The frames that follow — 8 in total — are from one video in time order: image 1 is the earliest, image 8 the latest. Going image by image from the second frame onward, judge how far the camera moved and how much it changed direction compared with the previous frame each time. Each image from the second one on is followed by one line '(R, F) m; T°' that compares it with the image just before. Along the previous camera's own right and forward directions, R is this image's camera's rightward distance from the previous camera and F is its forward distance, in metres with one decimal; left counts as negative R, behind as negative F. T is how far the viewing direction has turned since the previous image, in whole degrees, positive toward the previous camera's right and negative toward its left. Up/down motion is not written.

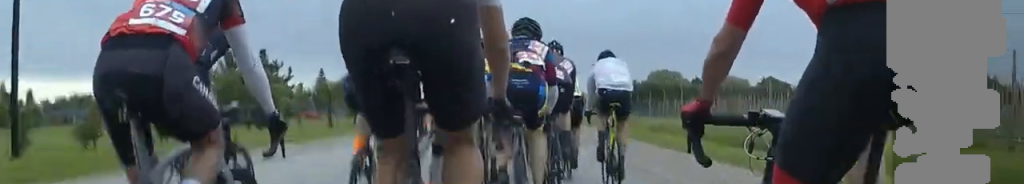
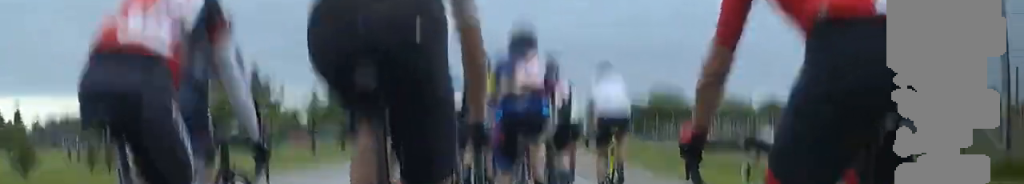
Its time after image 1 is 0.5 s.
(+0.4, +3.9) m; 0°
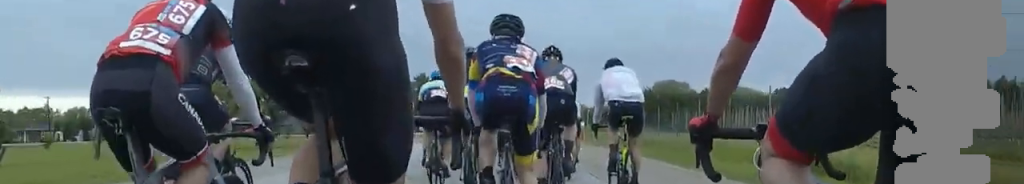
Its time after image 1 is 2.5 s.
(0.0, +15.7) m; 0°
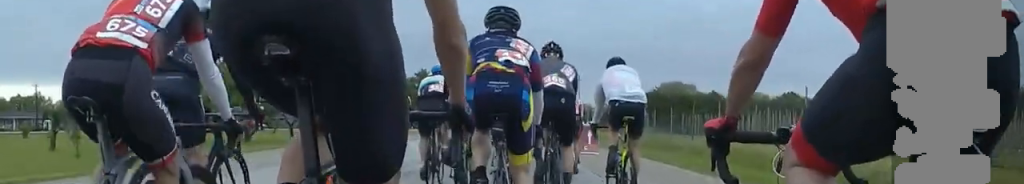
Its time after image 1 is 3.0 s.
(+0.3, +3.9) m; 0°
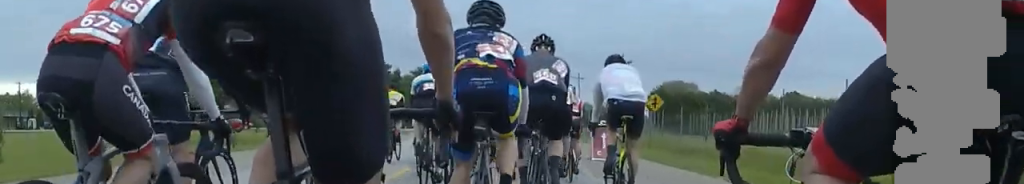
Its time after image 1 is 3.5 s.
(-0.4, +4.0) m; 0°
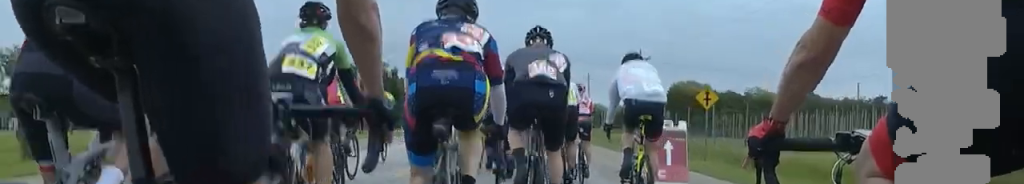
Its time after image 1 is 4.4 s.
(-0.1, +6.9) m; 0°
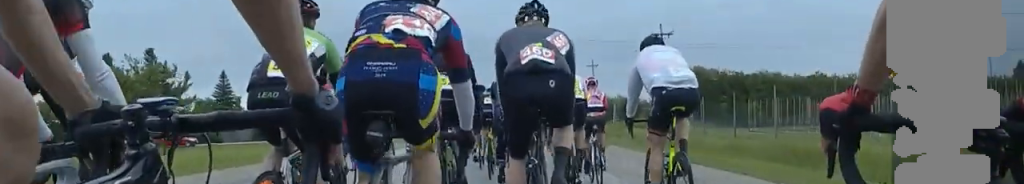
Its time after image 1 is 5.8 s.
(-0.1, +10.9) m; 0°
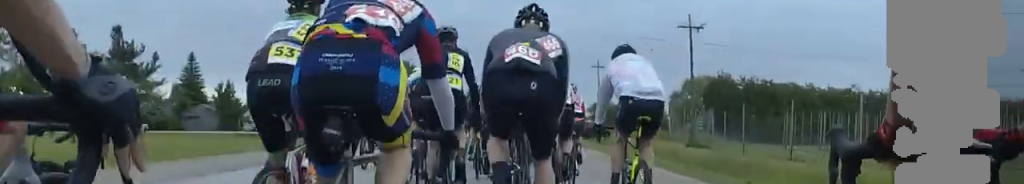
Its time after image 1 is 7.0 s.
(+0.5, +9.3) m; -3°
